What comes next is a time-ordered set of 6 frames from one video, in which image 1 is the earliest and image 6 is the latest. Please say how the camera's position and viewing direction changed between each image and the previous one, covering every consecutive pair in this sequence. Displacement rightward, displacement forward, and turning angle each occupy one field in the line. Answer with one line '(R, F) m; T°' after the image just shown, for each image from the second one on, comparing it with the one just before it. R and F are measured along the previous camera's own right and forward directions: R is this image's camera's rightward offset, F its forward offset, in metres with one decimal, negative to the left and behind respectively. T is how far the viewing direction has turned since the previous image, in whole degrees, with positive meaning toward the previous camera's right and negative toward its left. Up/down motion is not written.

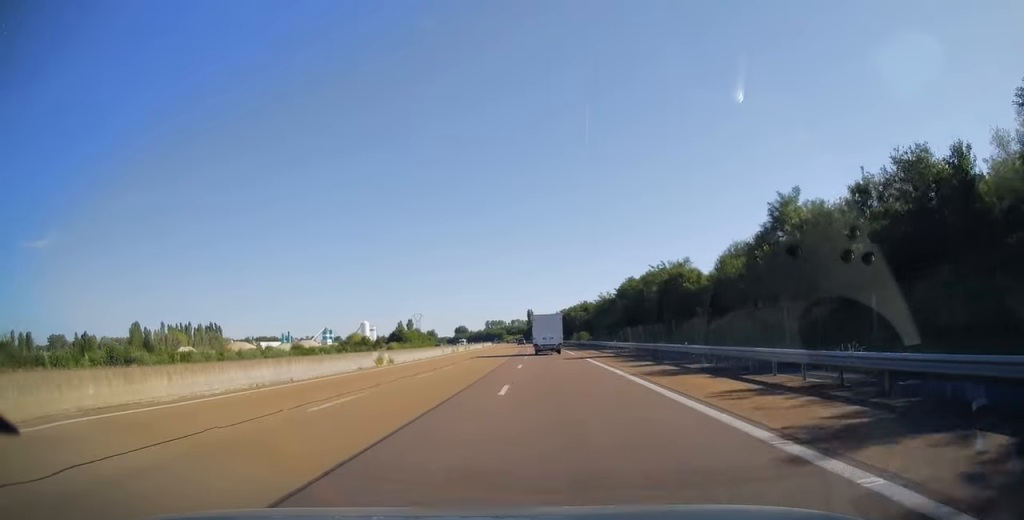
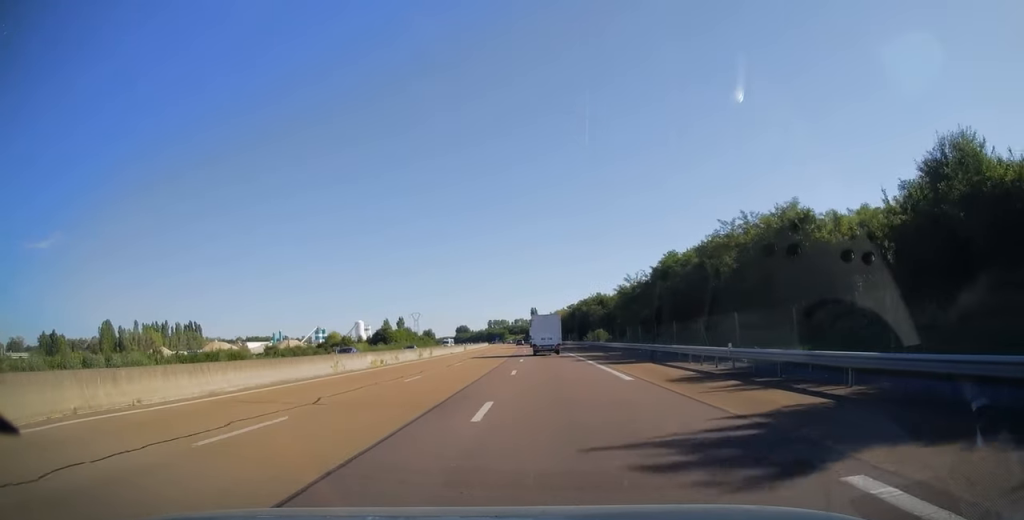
(-0.3, +30.4) m; -1°
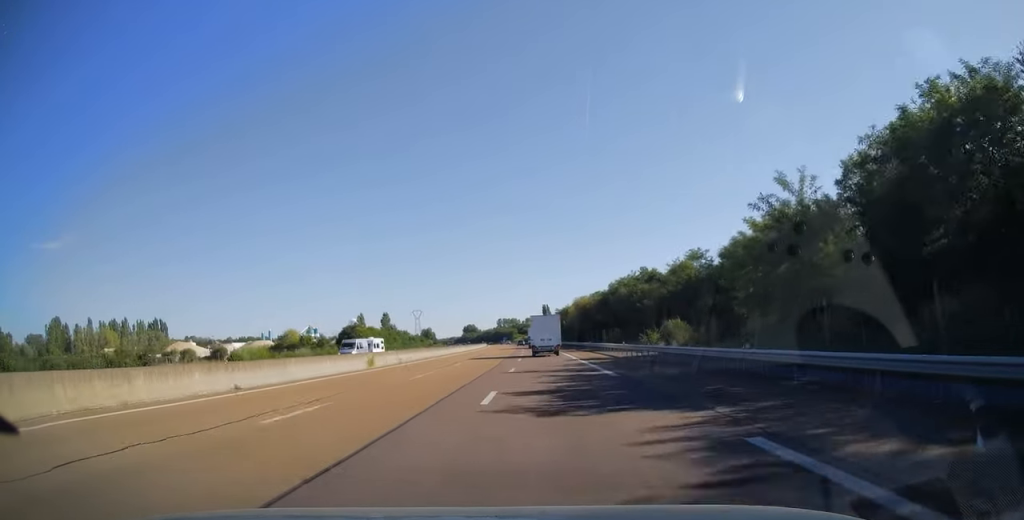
(-0.3, +49.5) m; -1°
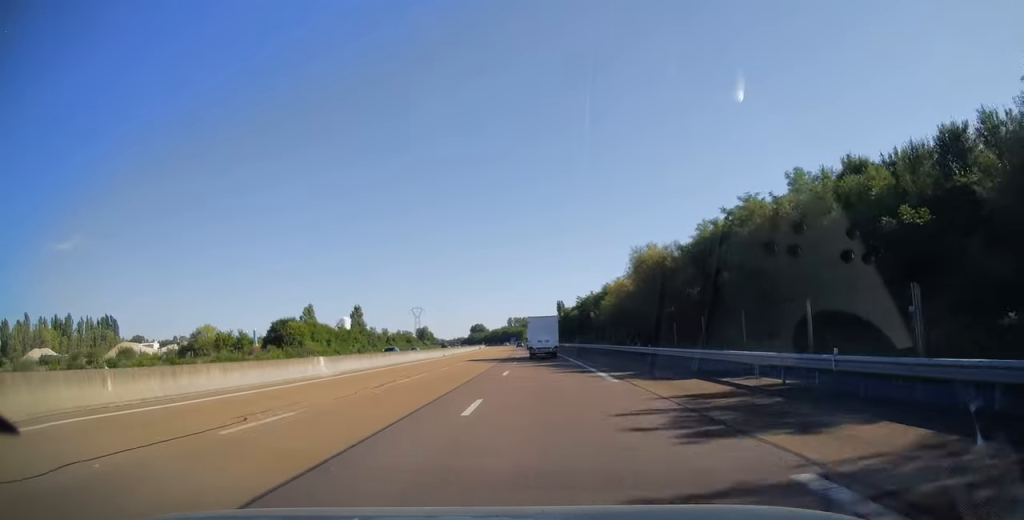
(-0.8, +54.0) m; -2°
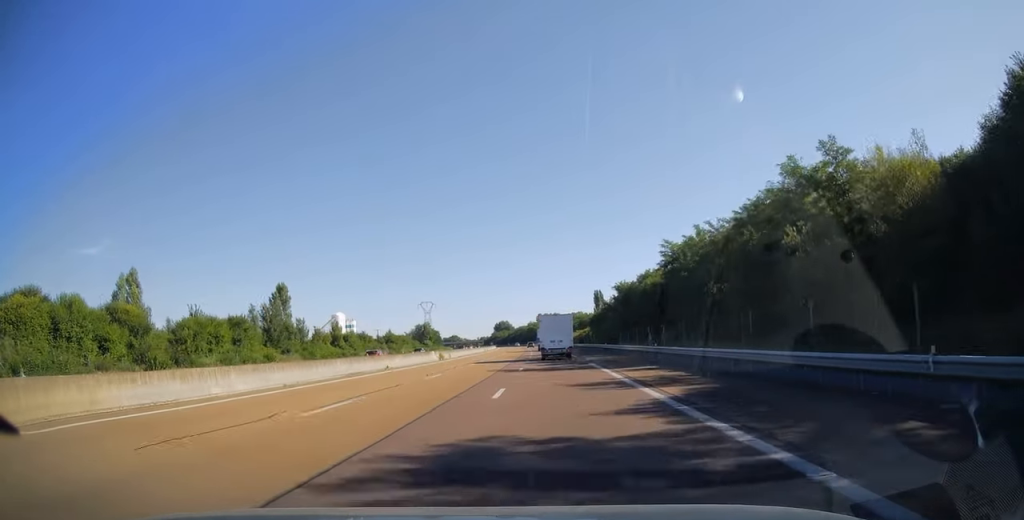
(-1.2, +73.8) m; -3°
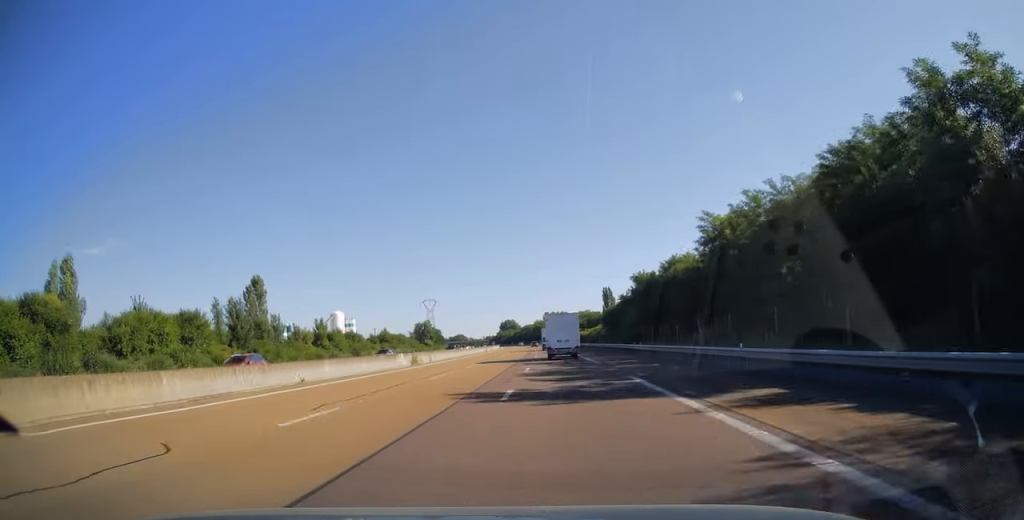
(-0.2, +13.5) m; -1°
